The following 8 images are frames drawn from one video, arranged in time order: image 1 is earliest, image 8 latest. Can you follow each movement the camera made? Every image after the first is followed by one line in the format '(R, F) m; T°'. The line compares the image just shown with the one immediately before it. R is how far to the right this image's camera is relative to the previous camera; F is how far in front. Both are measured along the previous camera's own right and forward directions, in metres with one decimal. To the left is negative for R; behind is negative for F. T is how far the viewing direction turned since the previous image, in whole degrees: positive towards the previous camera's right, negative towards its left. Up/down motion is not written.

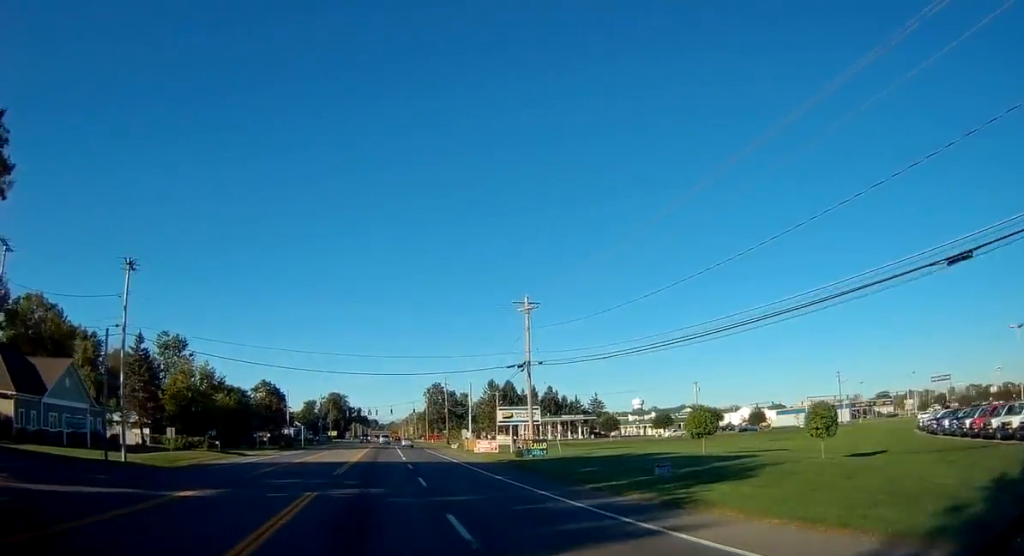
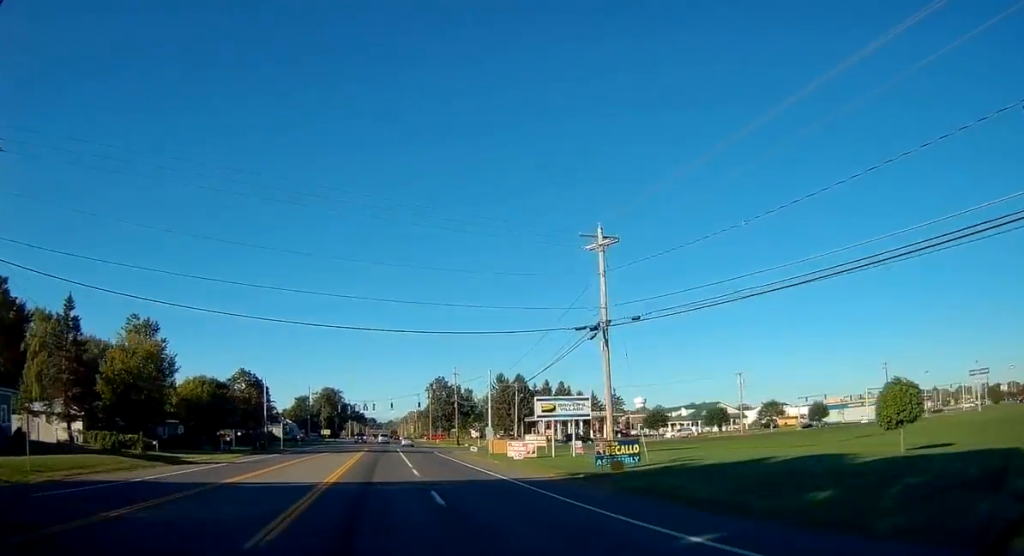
(+0.1, +18.7) m; 0°
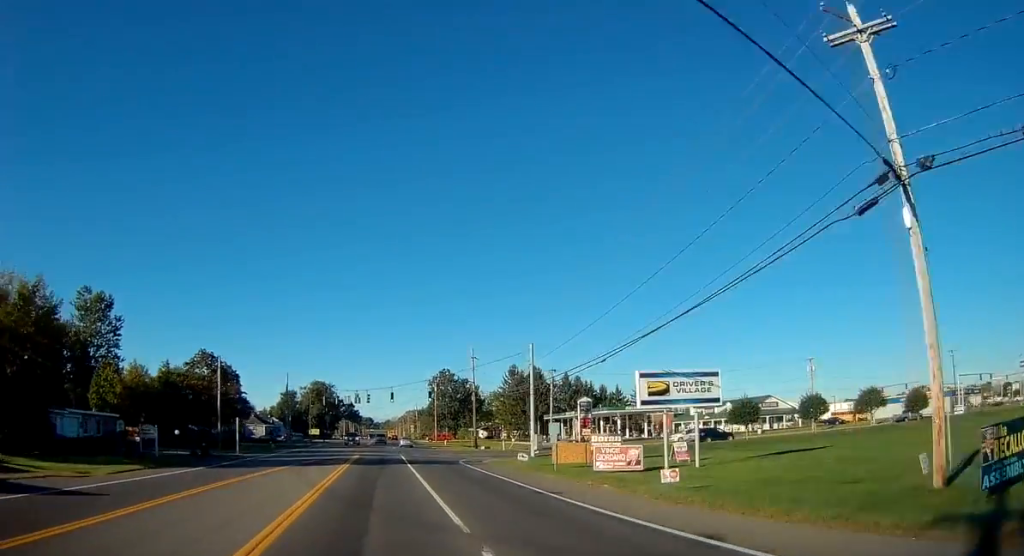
(-0.1, +22.0) m; +1°
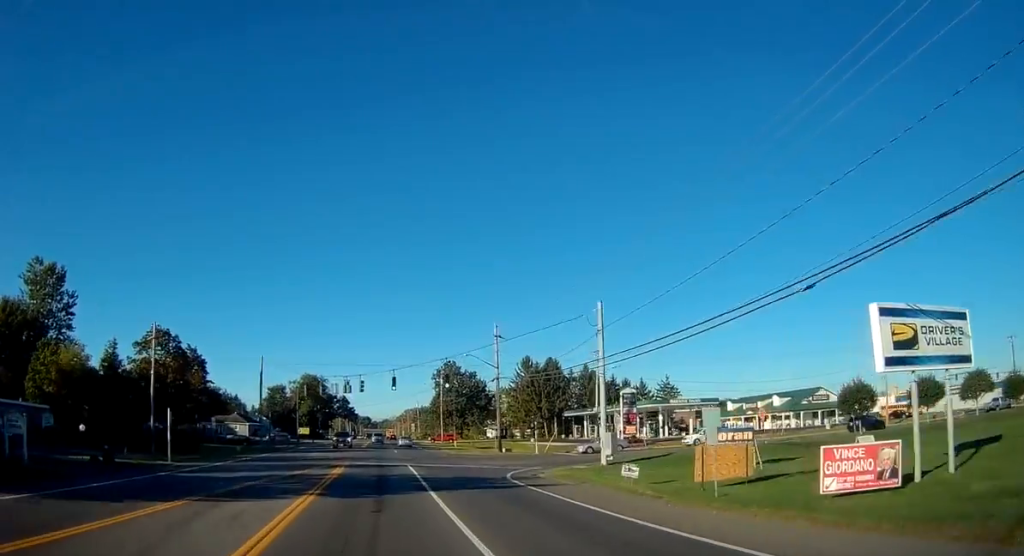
(+0.3, +17.8) m; +1°
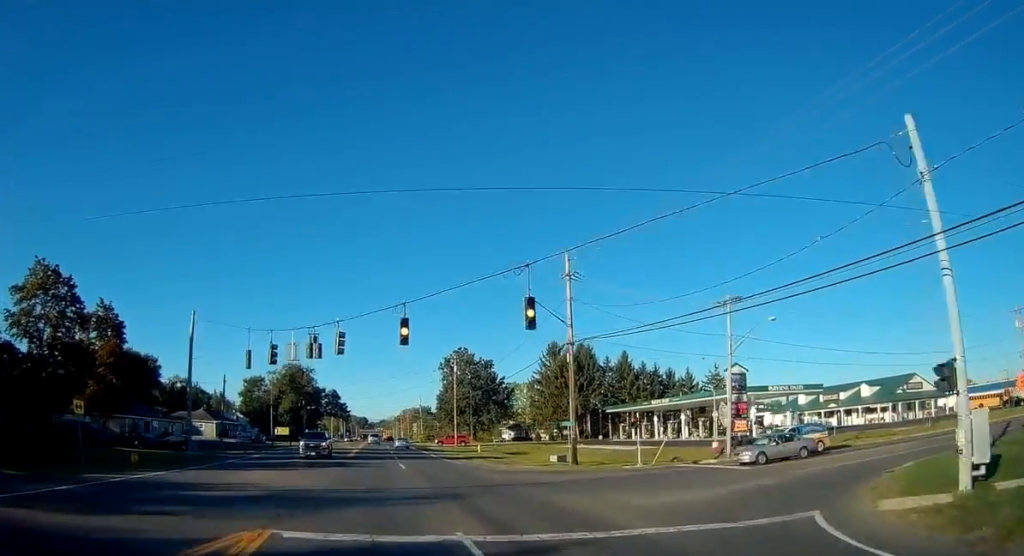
(0.0, +25.5) m; -1°
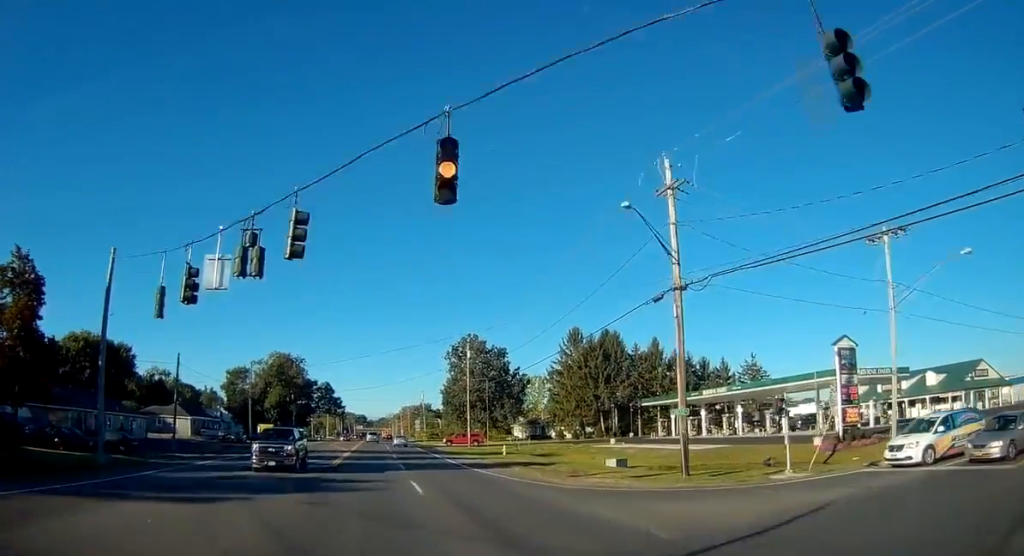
(0.0, +14.3) m; 0°
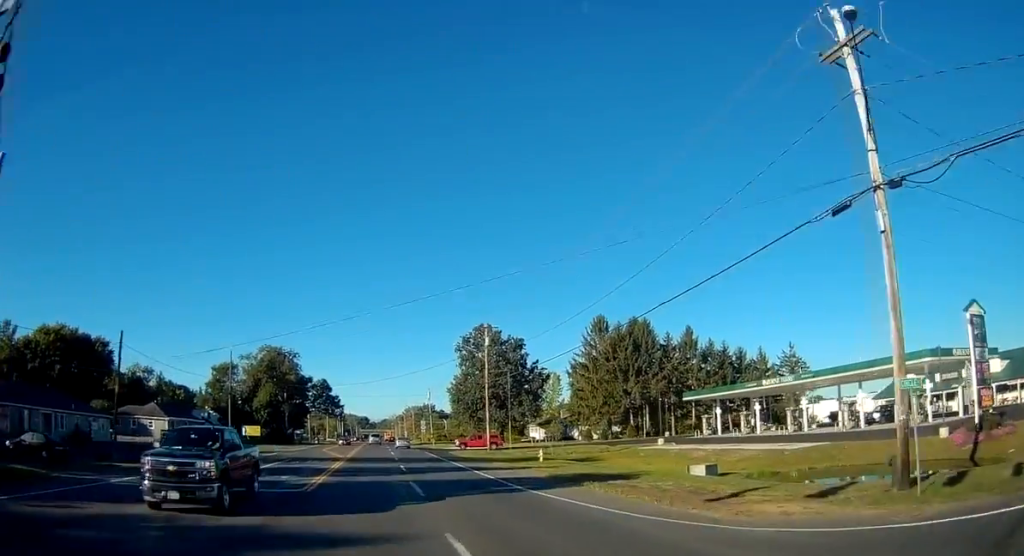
(0.0, +11.9) m; 0°
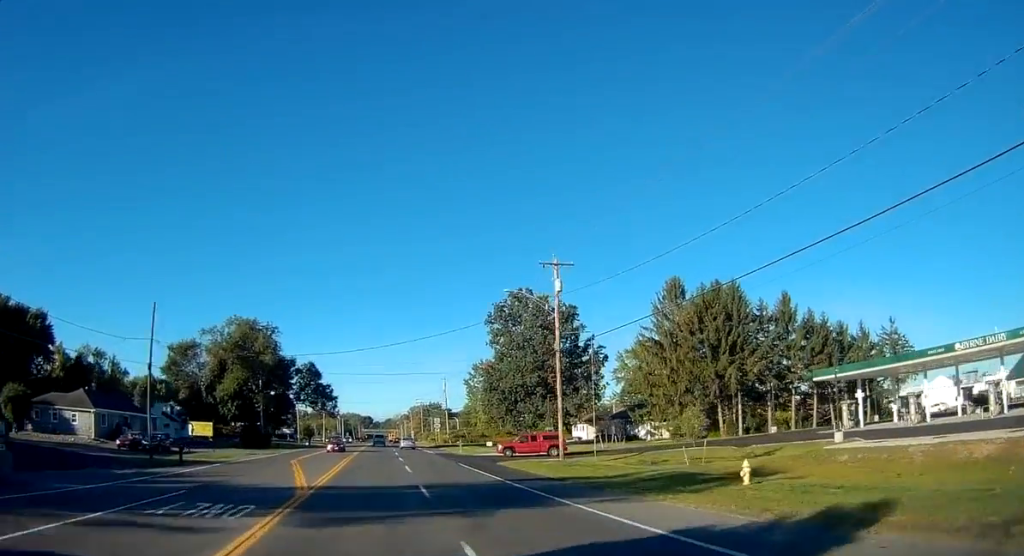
(0.0, +25.4) m; 0°
